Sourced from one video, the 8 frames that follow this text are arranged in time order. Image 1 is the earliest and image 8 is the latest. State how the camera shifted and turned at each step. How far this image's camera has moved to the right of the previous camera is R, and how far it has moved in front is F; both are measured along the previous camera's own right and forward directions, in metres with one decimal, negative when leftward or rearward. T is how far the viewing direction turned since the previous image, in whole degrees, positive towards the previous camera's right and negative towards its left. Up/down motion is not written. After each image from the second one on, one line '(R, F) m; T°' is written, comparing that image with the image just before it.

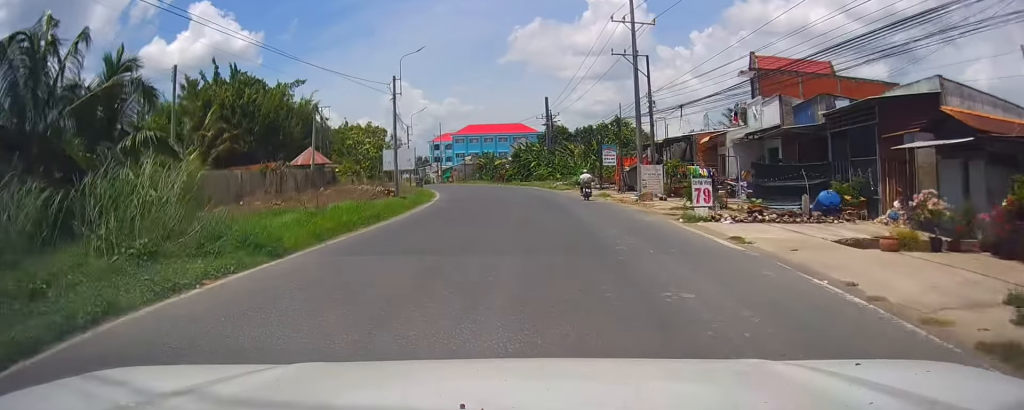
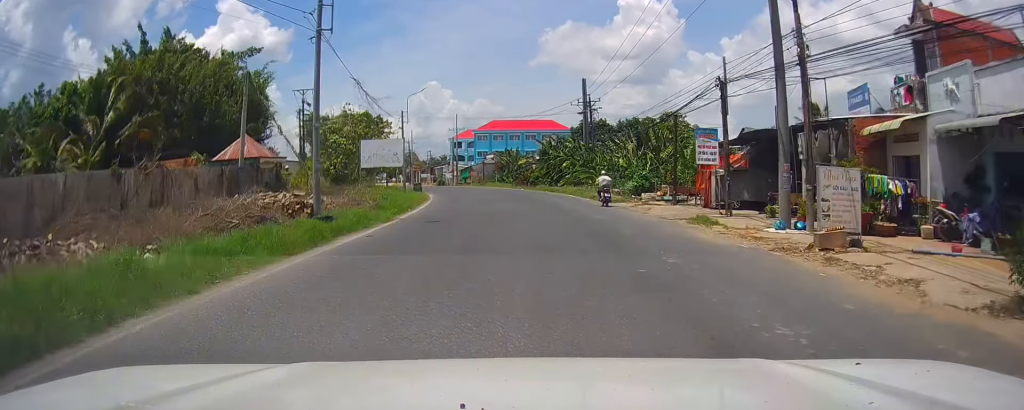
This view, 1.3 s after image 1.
(-0.2, +18.0) m; -4°
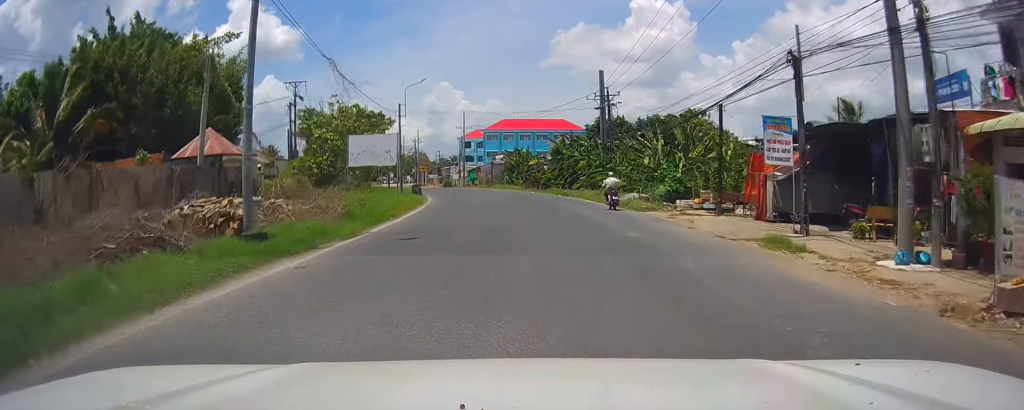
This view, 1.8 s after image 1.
(-0.3, +5.8) m; -1°
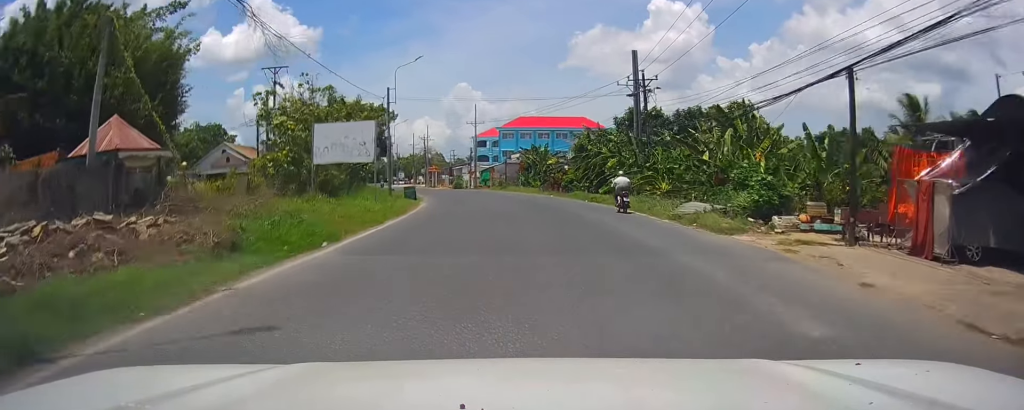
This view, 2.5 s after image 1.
(-0.2, +9.4) m; -1°
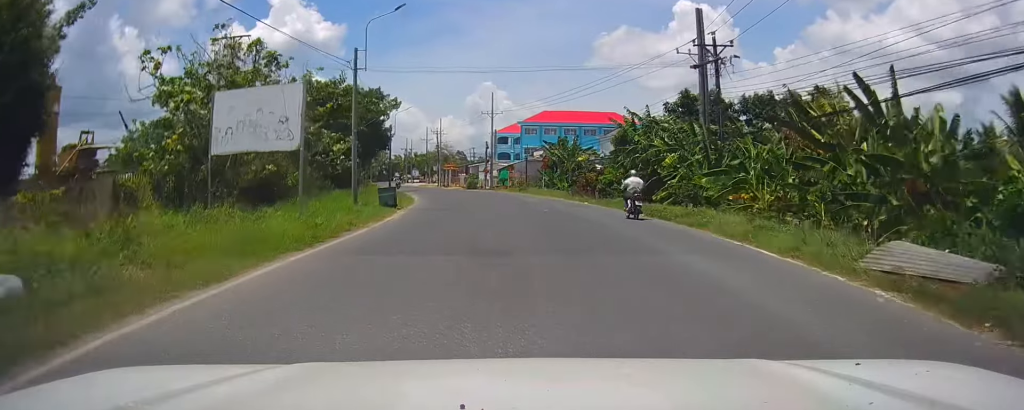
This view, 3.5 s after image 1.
(+0.1, +12.9) m; 0°
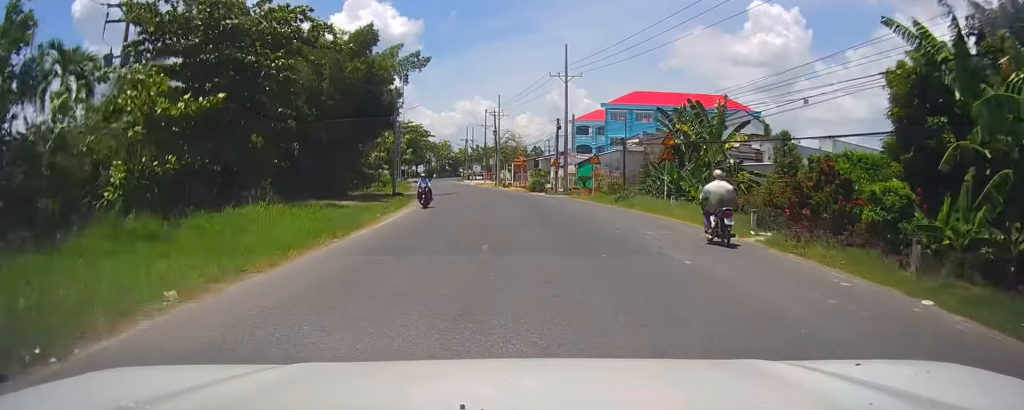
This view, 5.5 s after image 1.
(-1.4, +27.2) m; -5°
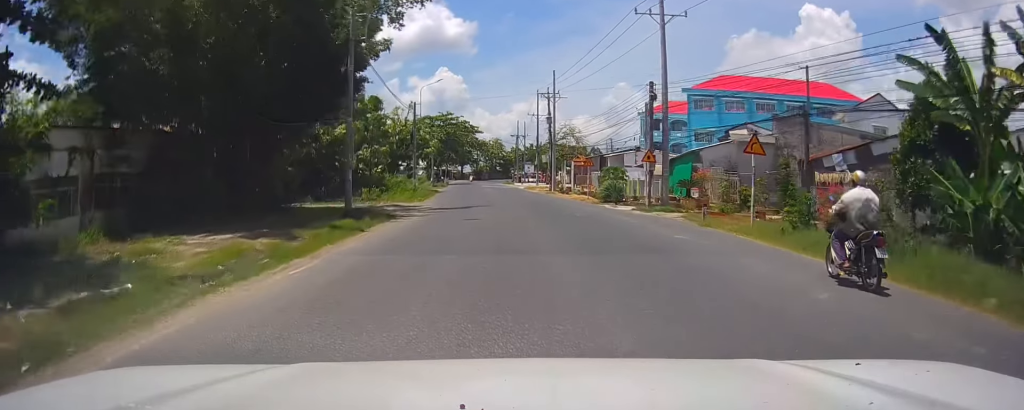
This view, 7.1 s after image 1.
(-0.7, +20.6) m; -6°
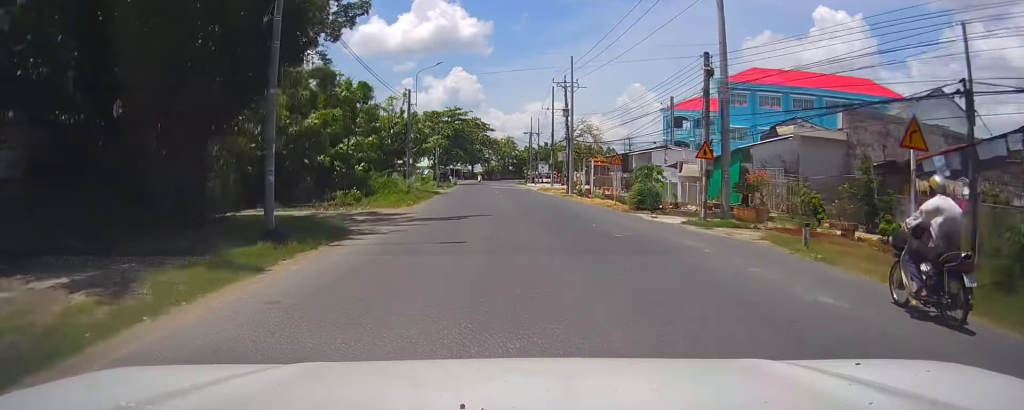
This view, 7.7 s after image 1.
(-0.2, +7.1) m; -2°
